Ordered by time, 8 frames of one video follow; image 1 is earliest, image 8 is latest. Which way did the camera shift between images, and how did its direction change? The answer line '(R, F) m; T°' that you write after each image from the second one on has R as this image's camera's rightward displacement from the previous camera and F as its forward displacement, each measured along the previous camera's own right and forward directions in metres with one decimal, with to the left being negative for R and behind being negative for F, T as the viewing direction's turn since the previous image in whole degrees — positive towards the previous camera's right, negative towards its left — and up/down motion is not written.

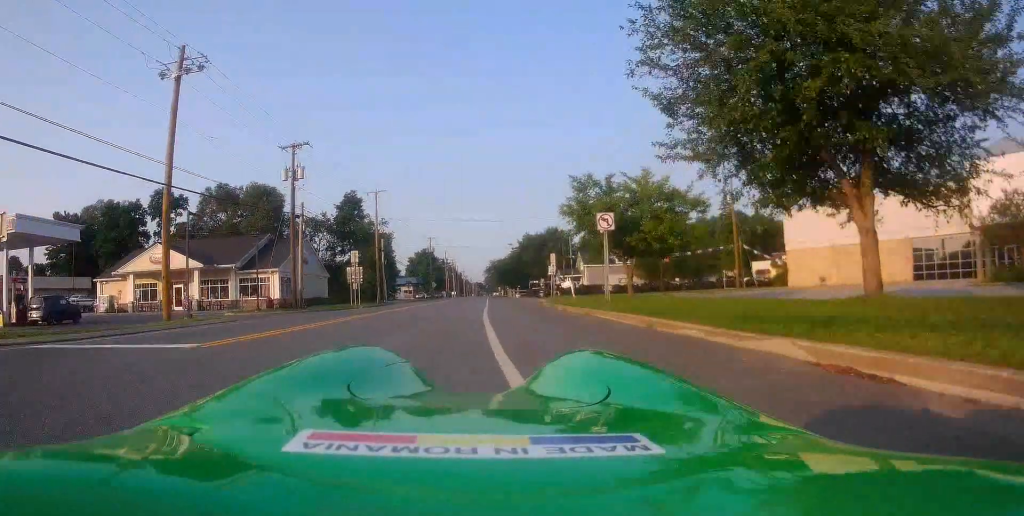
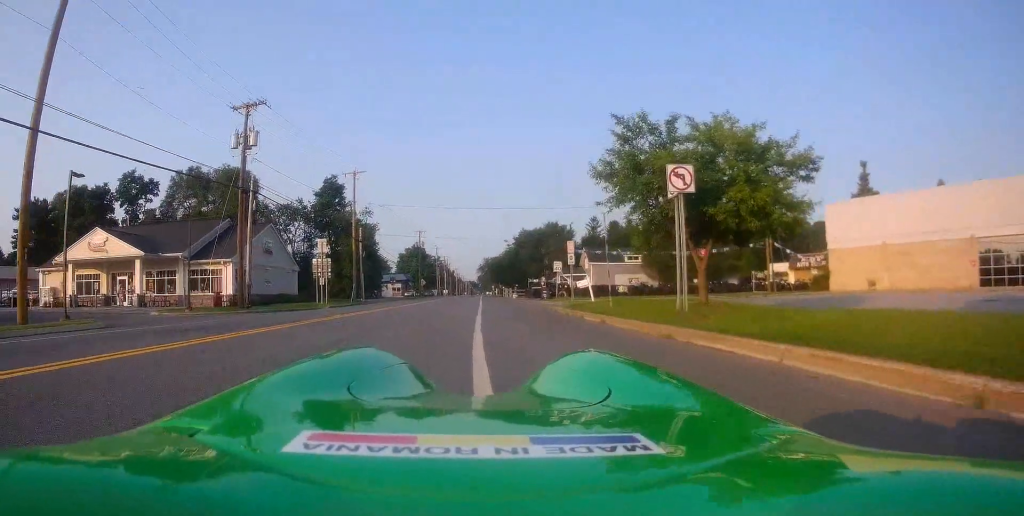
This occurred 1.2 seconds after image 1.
(+0.2, +8.4) m; +2°
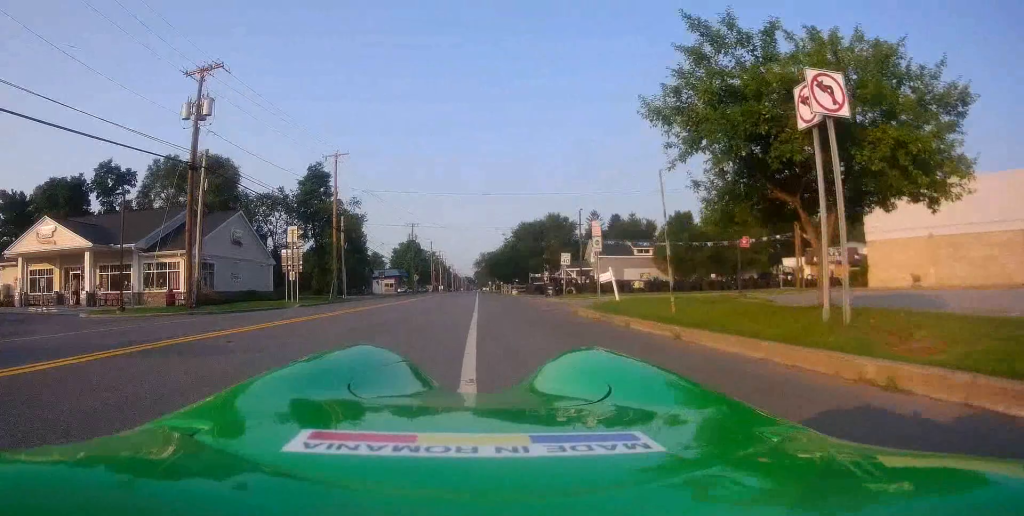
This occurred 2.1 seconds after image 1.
(+0.1, +6.1) m; -2°
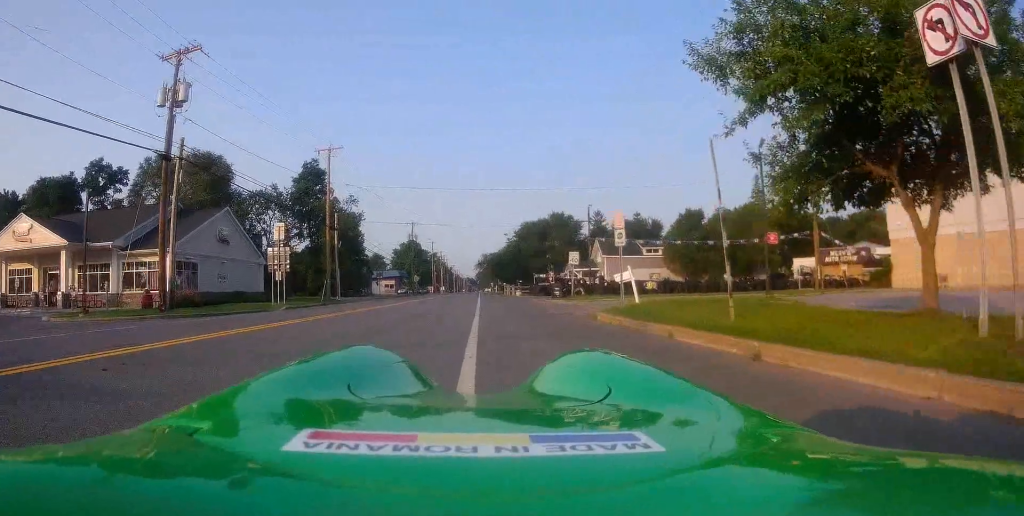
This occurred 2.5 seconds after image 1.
(-0.2, +2.9) m; -2°
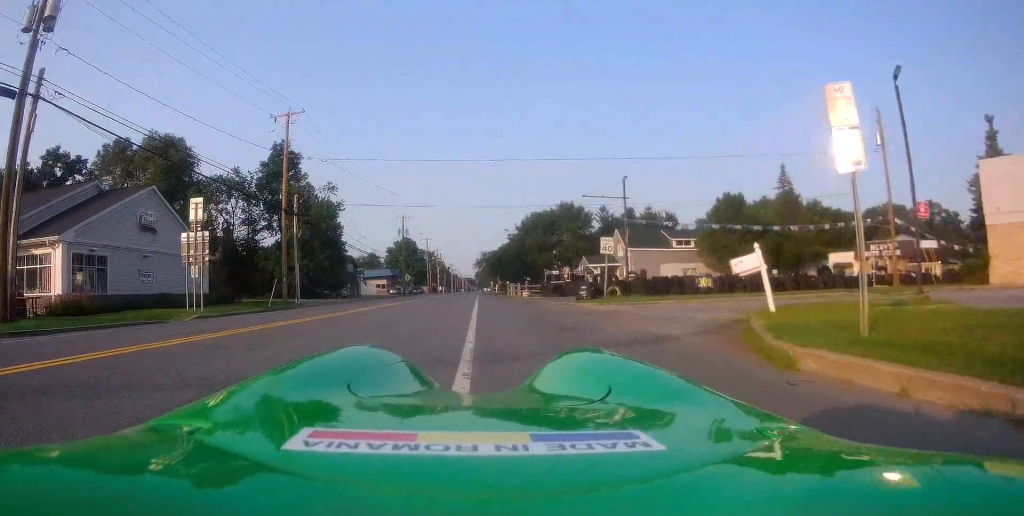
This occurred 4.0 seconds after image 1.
(-0.2, +10.2) m; -2°
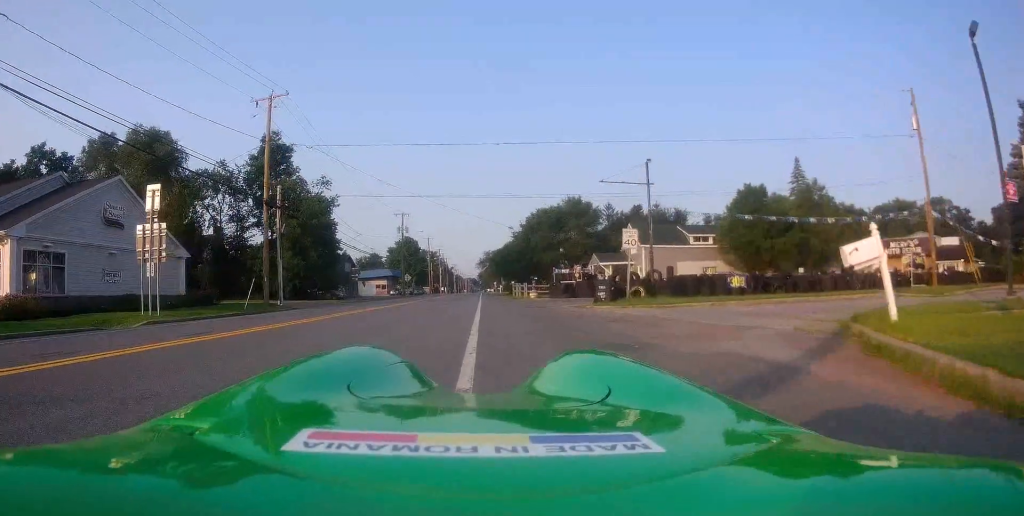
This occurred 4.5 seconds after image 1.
(-0.1, +3.7) m; +1°
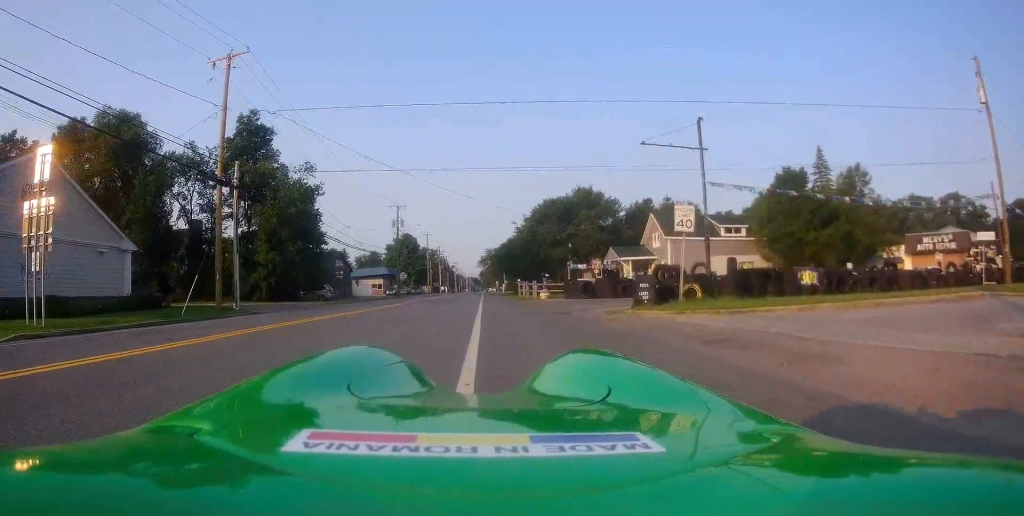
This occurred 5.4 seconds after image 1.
(+0.2, +5.9) m; -1°
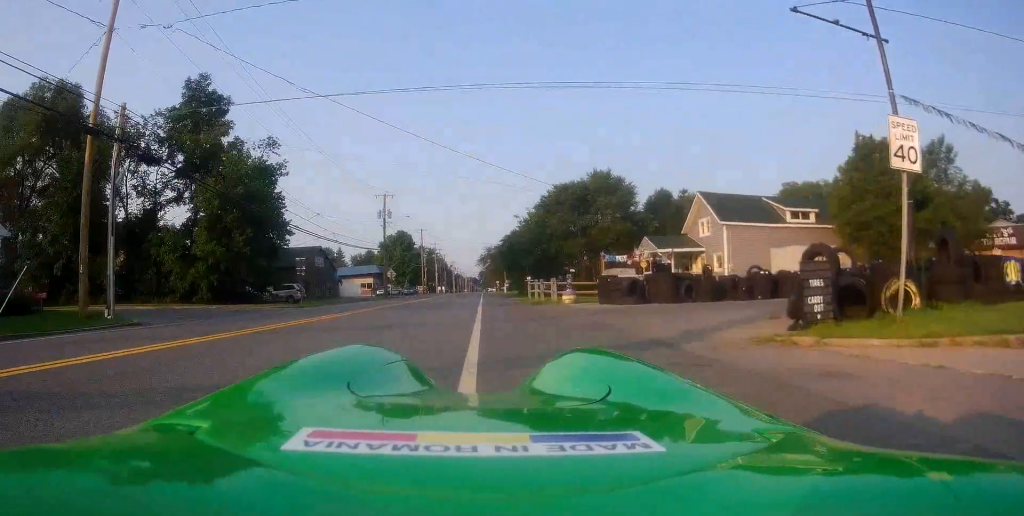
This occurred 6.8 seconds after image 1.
(-0.5, +10.0) m; -2°
